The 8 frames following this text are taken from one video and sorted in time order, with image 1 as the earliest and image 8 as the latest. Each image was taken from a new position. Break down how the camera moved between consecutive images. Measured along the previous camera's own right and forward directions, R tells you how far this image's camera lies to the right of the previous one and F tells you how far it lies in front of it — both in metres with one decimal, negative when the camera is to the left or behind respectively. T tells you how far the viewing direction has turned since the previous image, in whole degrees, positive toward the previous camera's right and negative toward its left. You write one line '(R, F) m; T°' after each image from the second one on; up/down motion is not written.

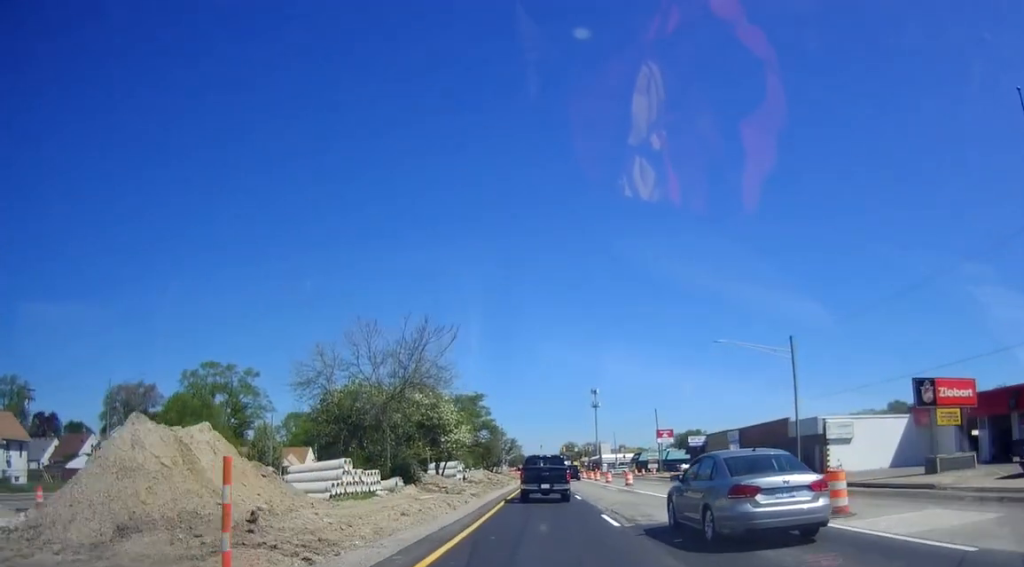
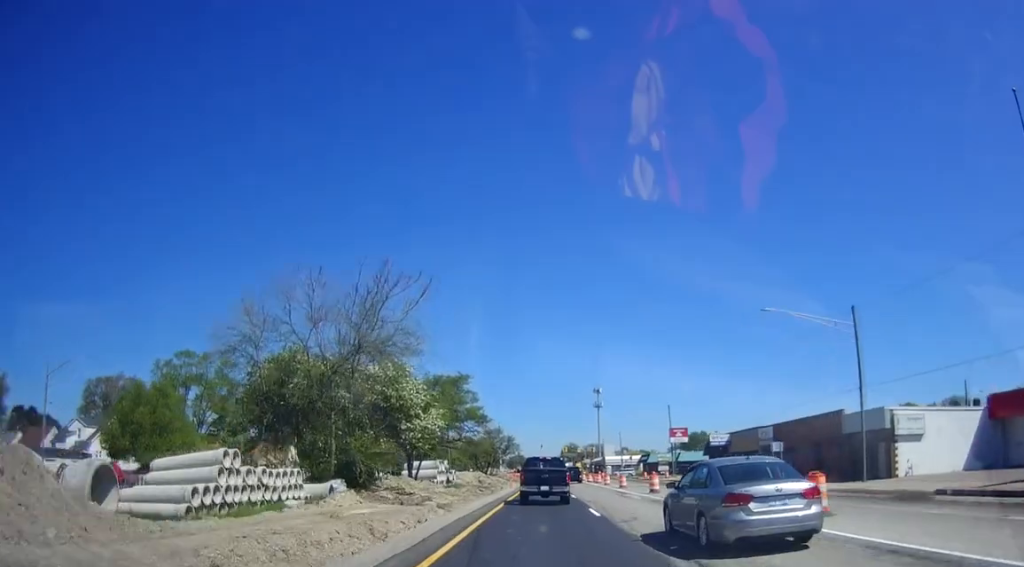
(-0.2, +10.5) m; 0°
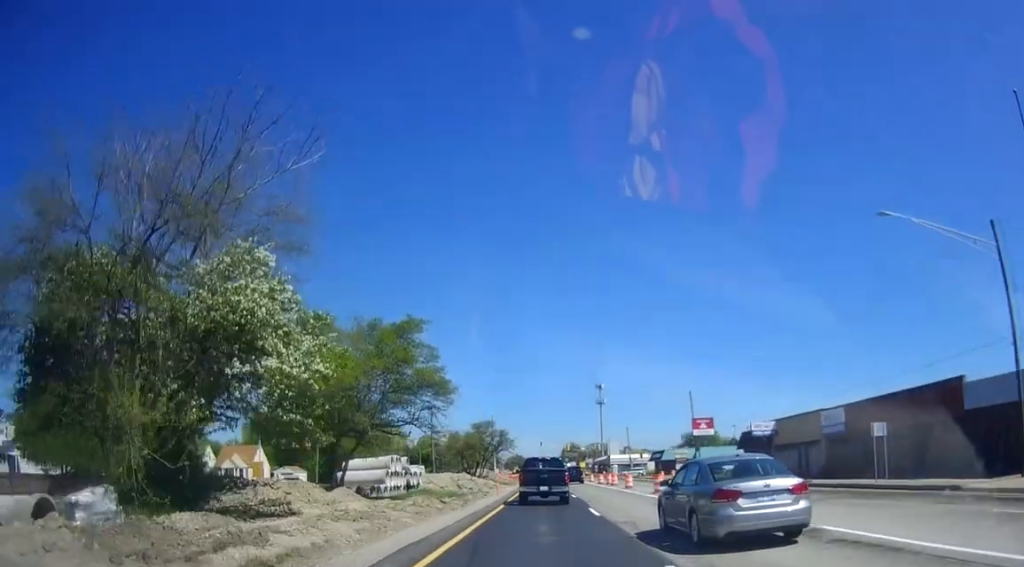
(0.0, +14.9) m; +1°
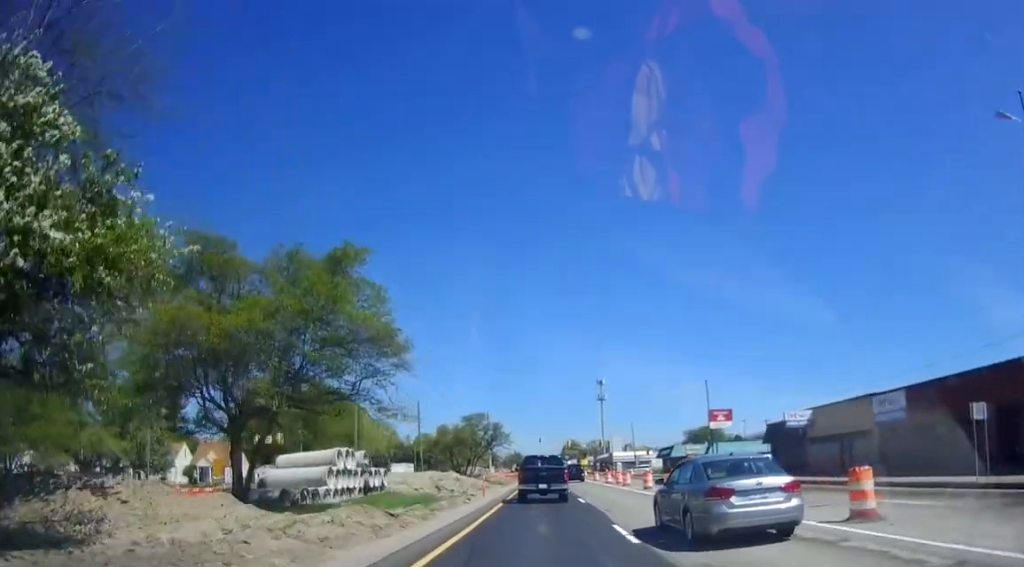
(+0.1, +8.5) m; +1°
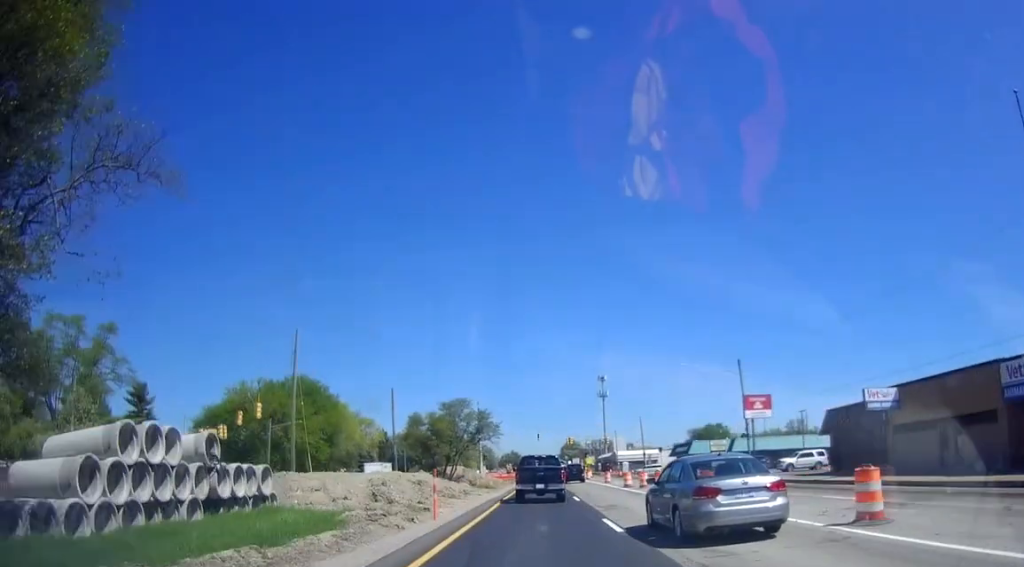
(0.0, +13.4) m; -2°
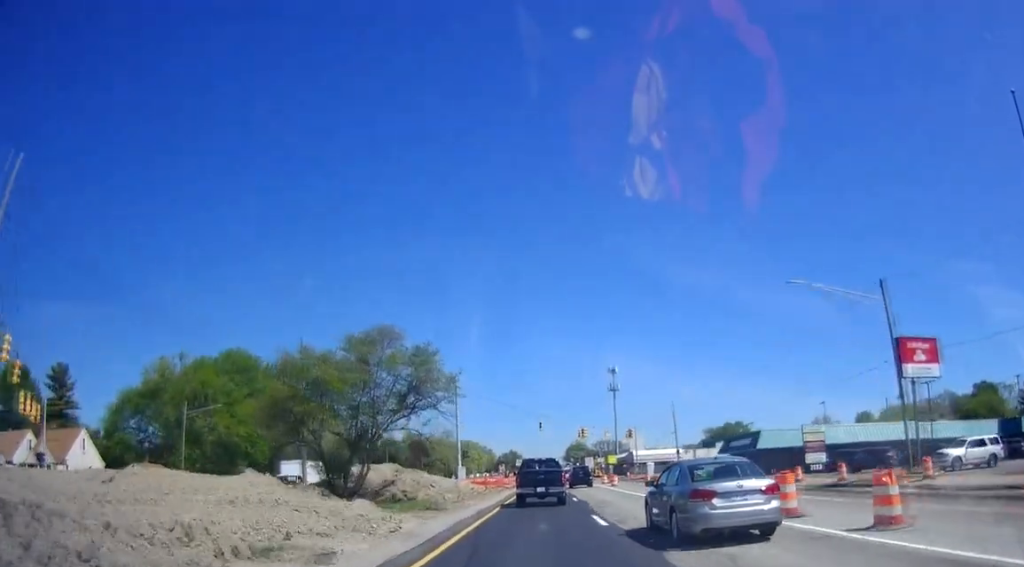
(-0.6, +27.4) m; 0°
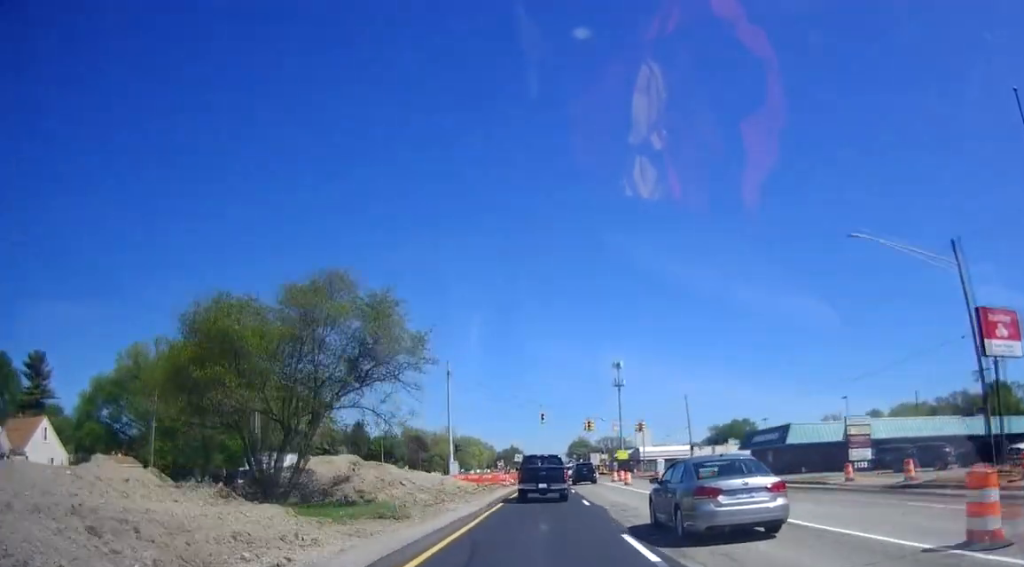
(+0.2, +7.2) m; +1°
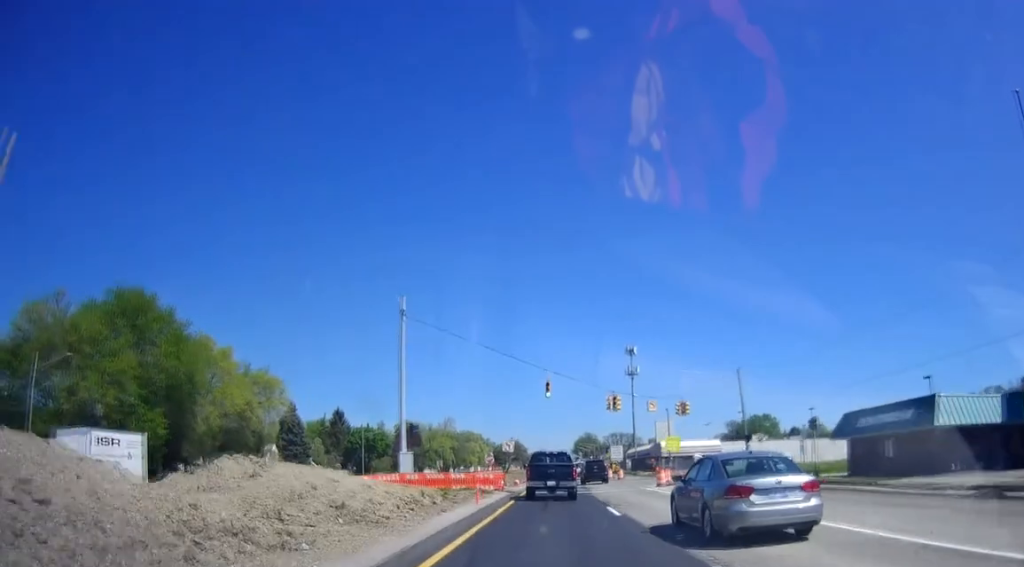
(0.0, +21.6) m; -2°
